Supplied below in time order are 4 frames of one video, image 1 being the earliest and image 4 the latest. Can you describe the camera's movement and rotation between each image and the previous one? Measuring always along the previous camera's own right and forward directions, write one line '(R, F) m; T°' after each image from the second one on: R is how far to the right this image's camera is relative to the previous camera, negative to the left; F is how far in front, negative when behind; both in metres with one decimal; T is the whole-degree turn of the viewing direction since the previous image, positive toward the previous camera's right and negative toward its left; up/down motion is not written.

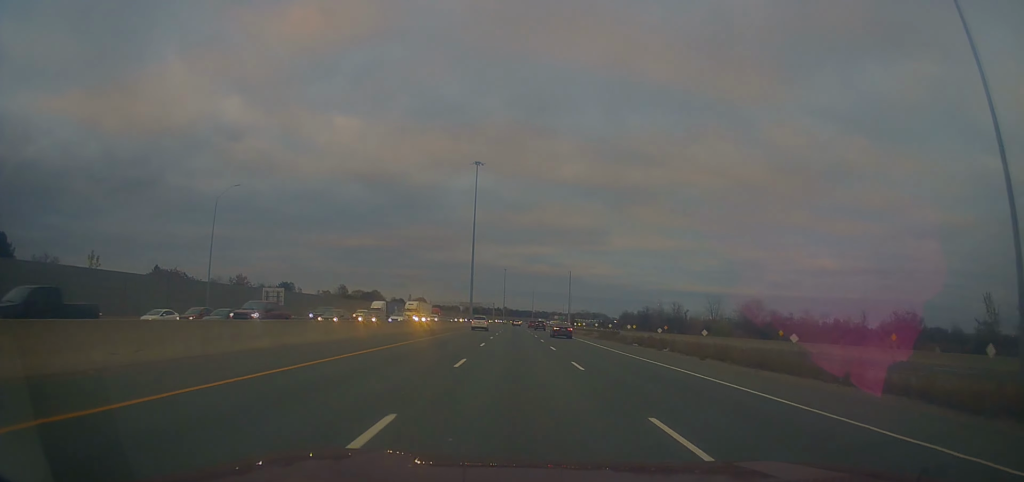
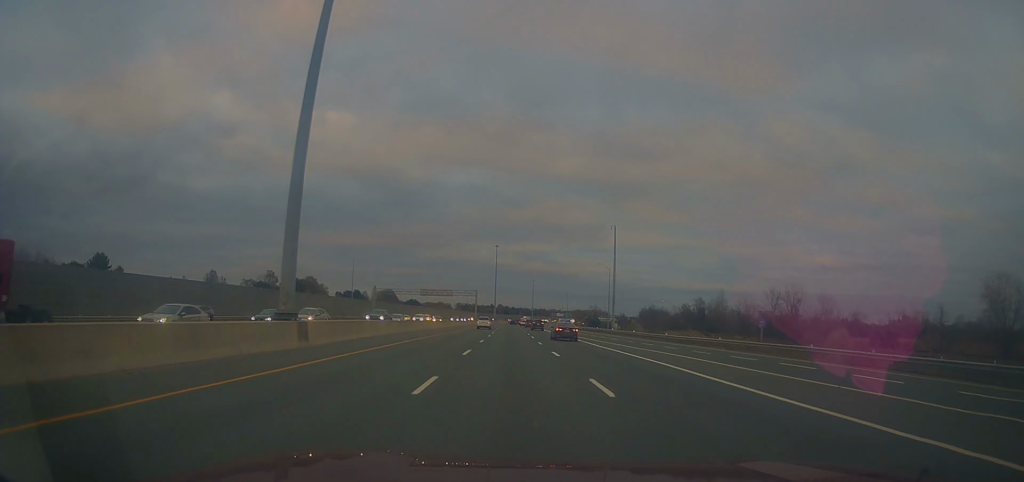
(+0.9, +101.2) m; +1°
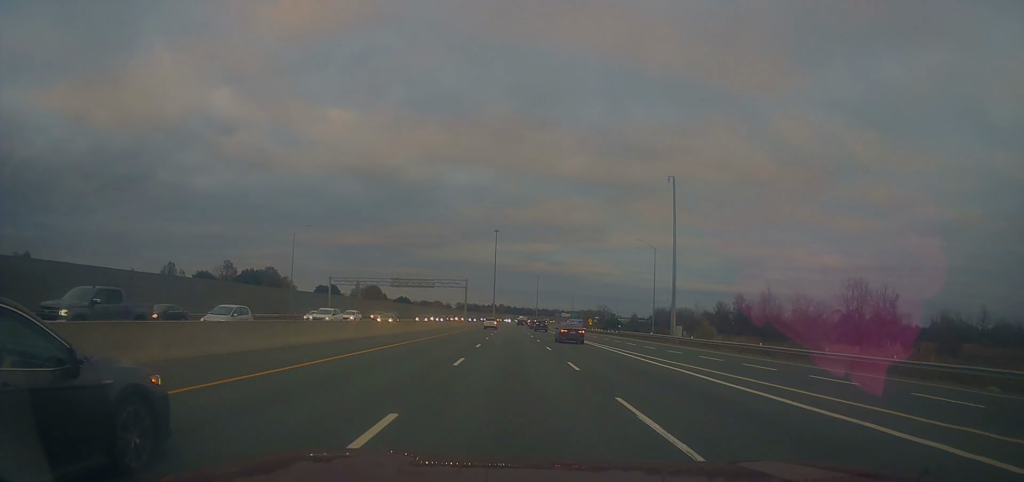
(-0.1, +41.3) m; -1°
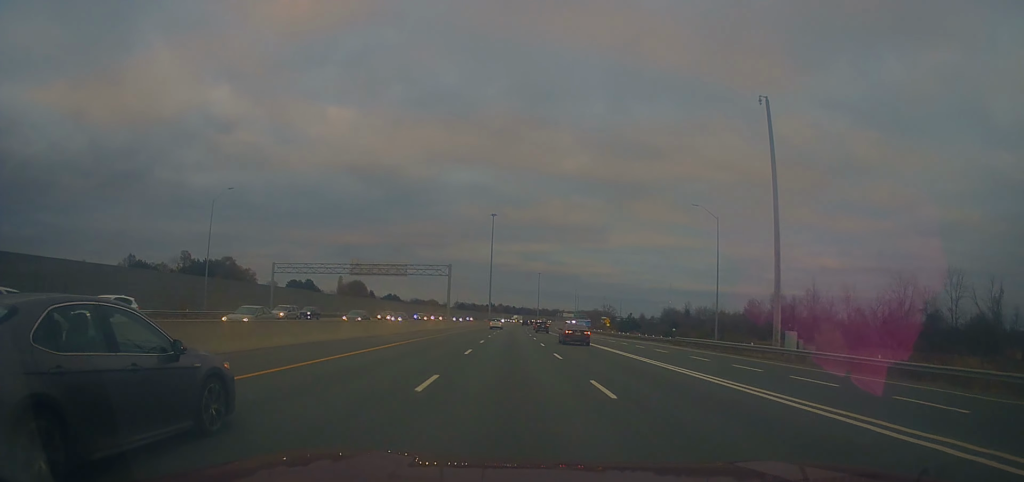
(-0.2, +30.0) m; 0°
